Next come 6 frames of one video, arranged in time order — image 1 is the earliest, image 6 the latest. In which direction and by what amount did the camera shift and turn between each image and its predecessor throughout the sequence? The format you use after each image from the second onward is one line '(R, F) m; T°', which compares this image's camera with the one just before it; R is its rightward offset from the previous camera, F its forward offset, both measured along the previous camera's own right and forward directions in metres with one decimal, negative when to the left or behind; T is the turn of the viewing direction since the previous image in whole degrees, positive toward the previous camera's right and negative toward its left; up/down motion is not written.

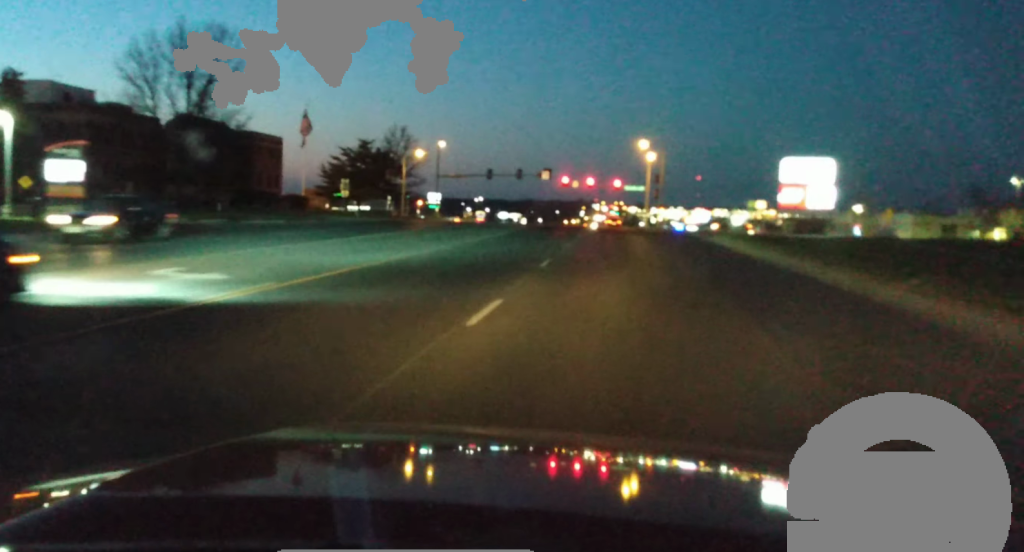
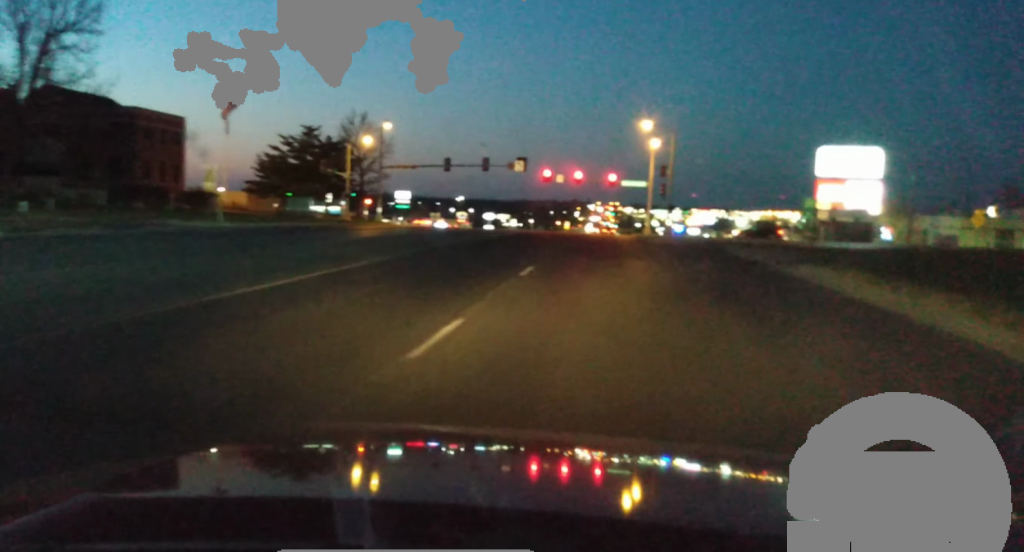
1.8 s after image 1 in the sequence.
(+0.2, +27.1) m; +1°
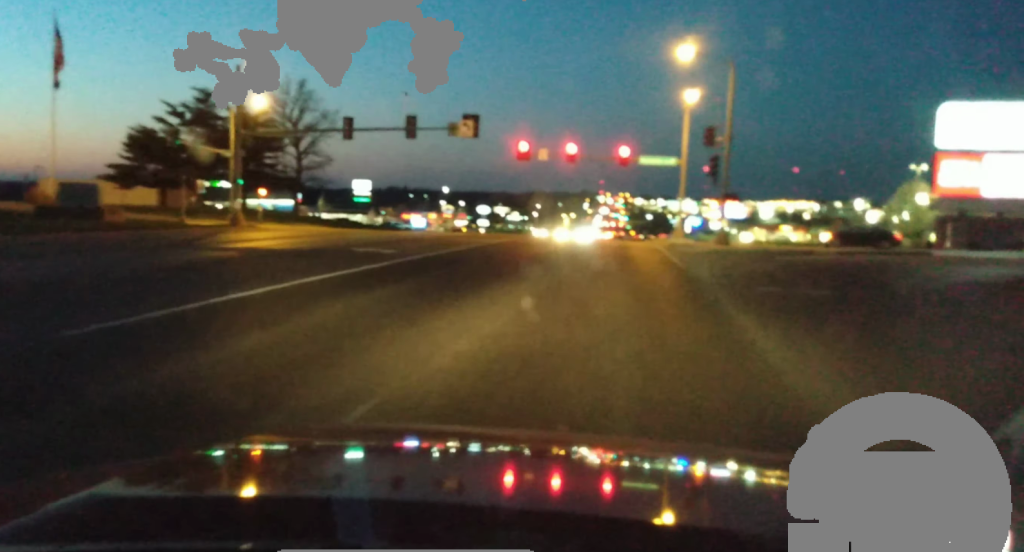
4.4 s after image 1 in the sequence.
(-0.8, +36.8) m; -2°
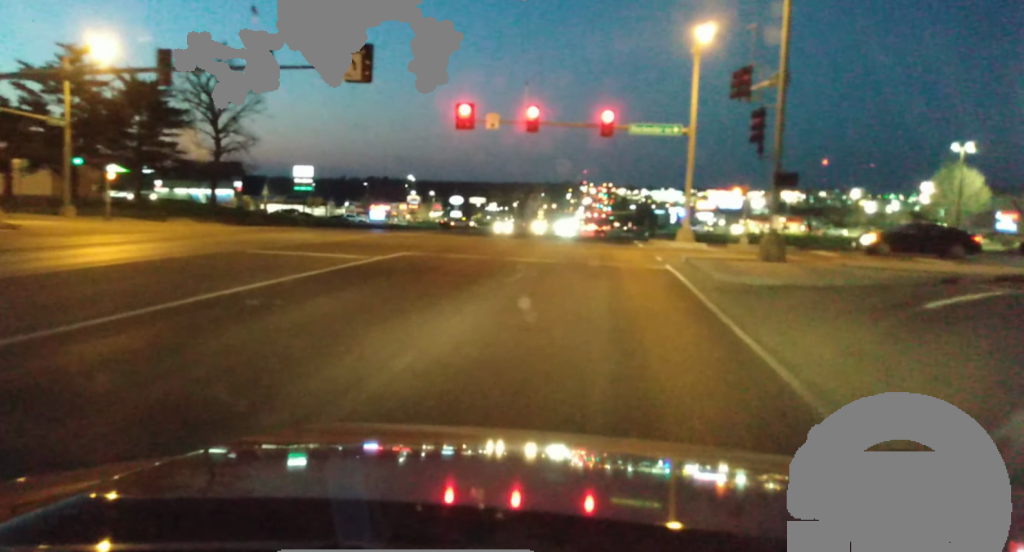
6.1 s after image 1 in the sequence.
(+0.2, +20.8) m; +2°
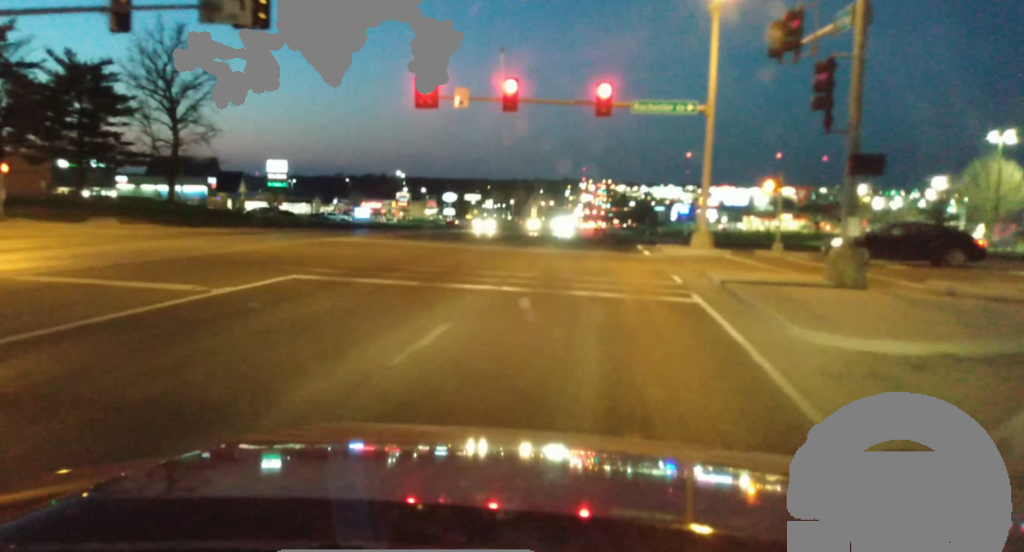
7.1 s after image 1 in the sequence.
(+0.1, +10.3) m; +1°
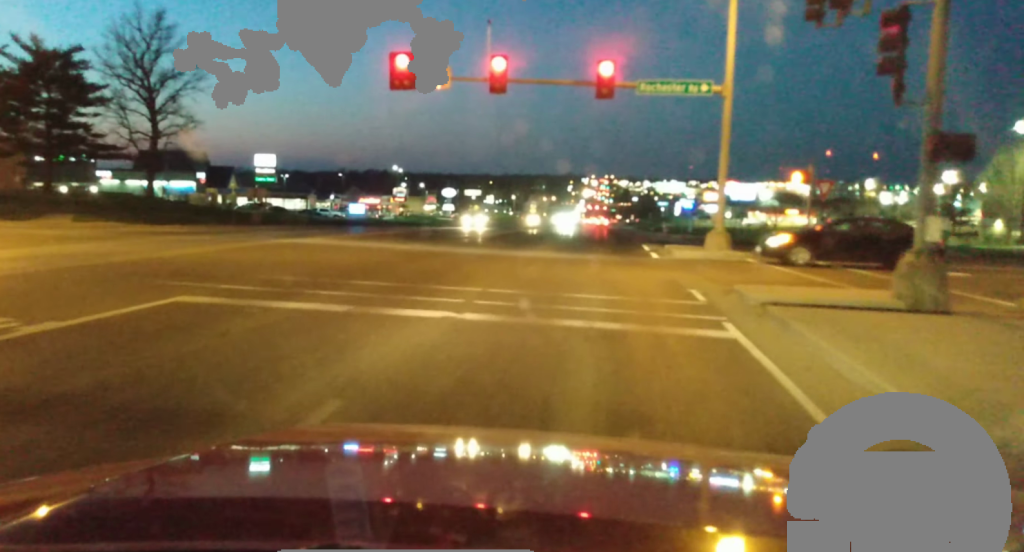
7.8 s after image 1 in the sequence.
(0.0, +5.4) m; 0°
